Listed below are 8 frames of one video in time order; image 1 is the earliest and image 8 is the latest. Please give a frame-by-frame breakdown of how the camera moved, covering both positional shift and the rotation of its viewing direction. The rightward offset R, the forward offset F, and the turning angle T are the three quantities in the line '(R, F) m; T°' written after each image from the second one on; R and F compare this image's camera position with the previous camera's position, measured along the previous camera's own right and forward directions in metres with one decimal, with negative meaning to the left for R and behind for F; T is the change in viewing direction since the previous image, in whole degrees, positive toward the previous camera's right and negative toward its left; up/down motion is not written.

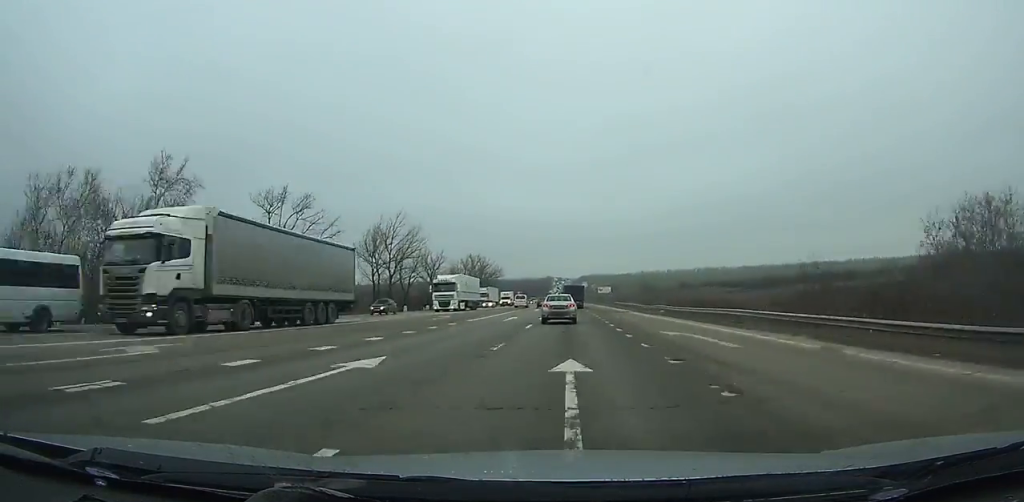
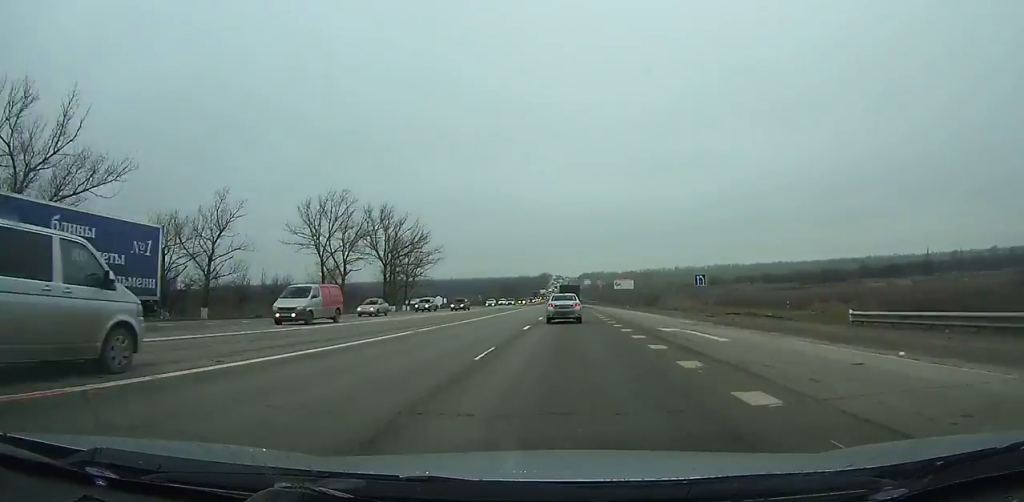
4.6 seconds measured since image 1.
(+0.1, +97.8) m; 0°
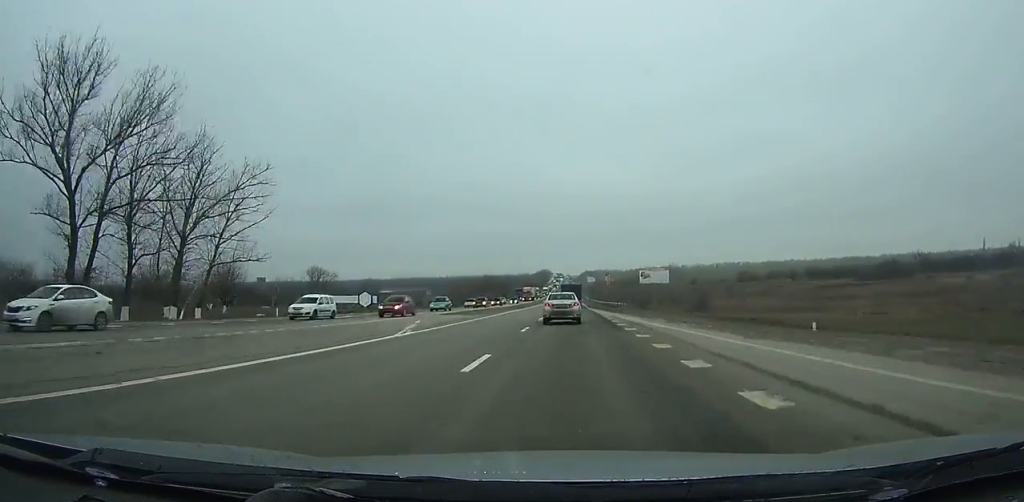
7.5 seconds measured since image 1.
(+0.1, +62.0) m; 0°
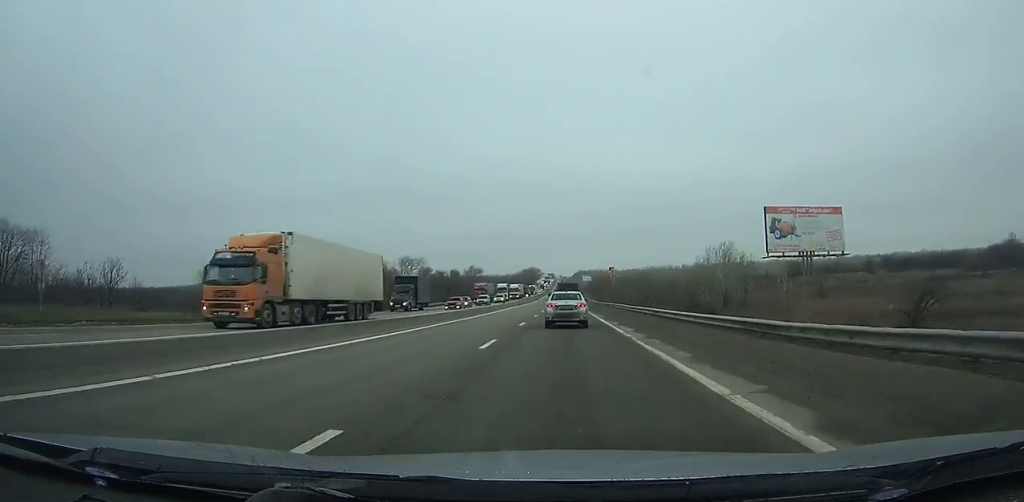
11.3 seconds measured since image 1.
(+0.1, +80.3) m; 0°
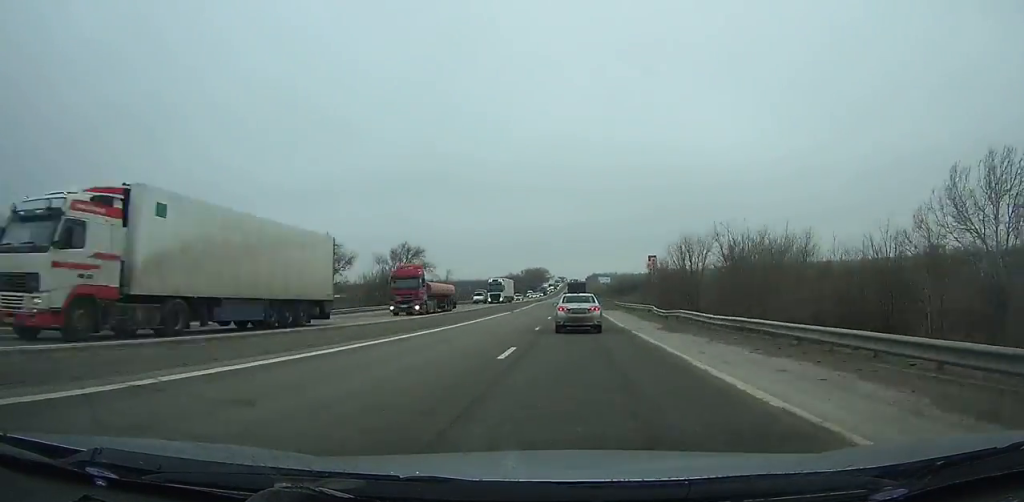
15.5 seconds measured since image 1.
(-0.5, +87.1) m; 0°
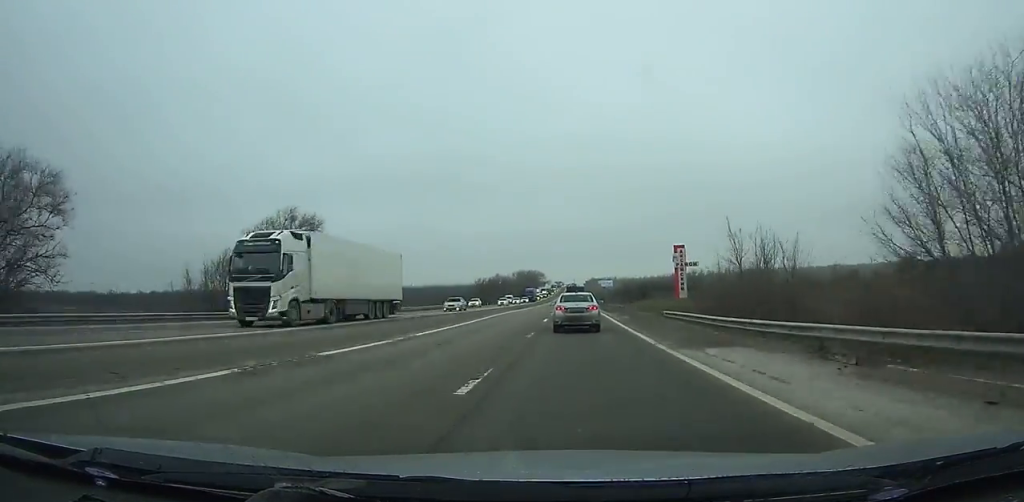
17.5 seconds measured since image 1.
(+0.1, +40.6) m; 0°
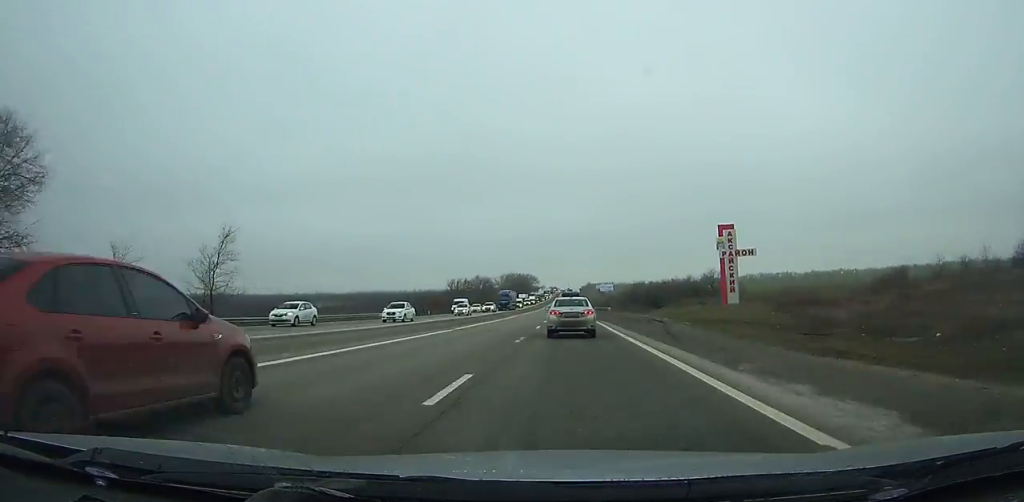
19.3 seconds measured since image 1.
(+0.2, +36.2) m; 0°
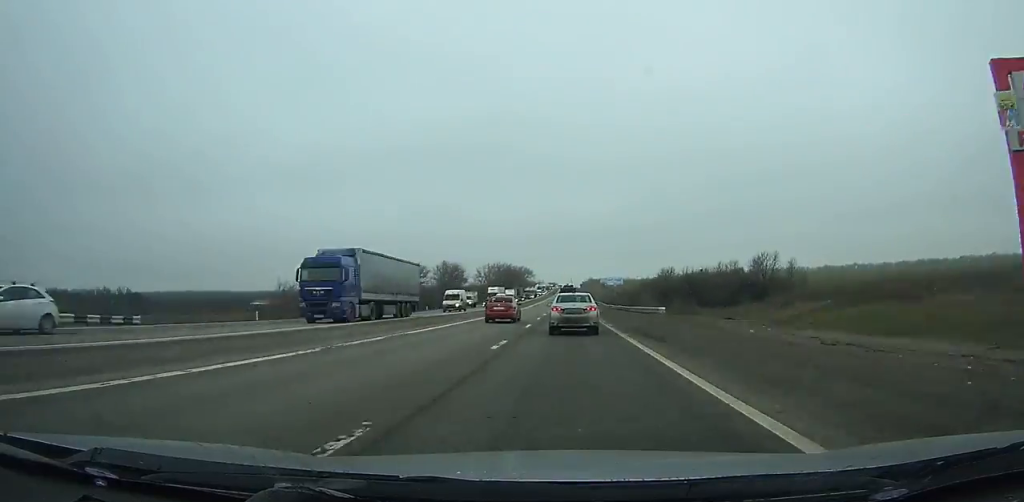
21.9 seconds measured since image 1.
(-0.2, +51.0) m; 0°
